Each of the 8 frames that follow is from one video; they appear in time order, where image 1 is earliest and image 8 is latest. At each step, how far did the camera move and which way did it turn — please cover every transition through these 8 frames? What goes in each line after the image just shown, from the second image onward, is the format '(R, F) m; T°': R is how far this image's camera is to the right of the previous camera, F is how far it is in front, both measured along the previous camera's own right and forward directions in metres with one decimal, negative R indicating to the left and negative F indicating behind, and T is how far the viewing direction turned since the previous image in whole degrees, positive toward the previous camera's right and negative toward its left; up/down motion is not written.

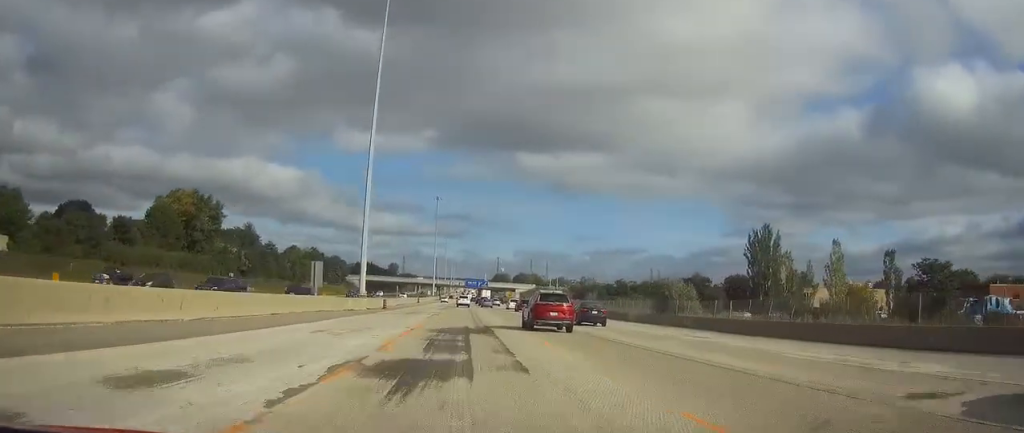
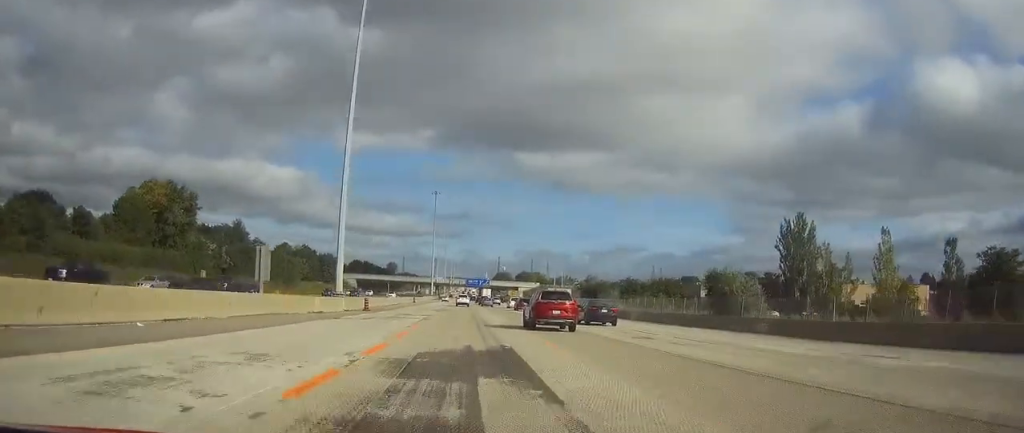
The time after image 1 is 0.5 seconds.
(0.0, +13.7) m; 0°
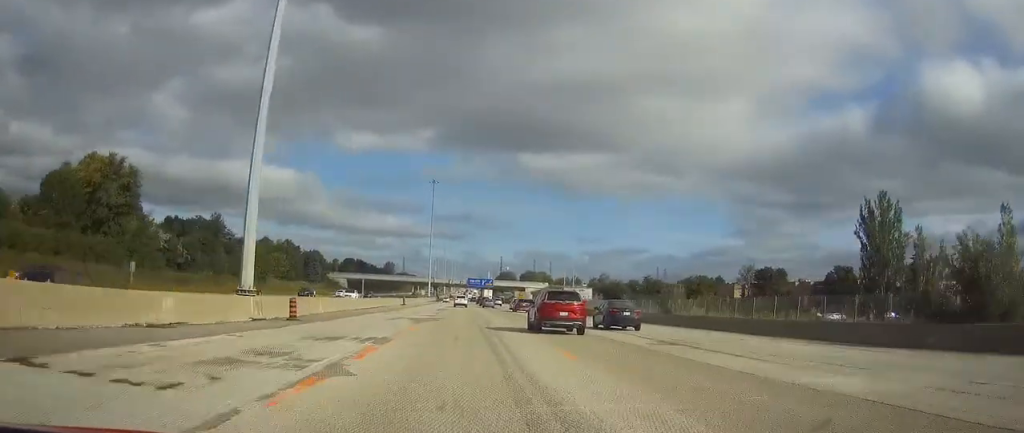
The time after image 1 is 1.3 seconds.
(0.0, +25.5) m; 0°
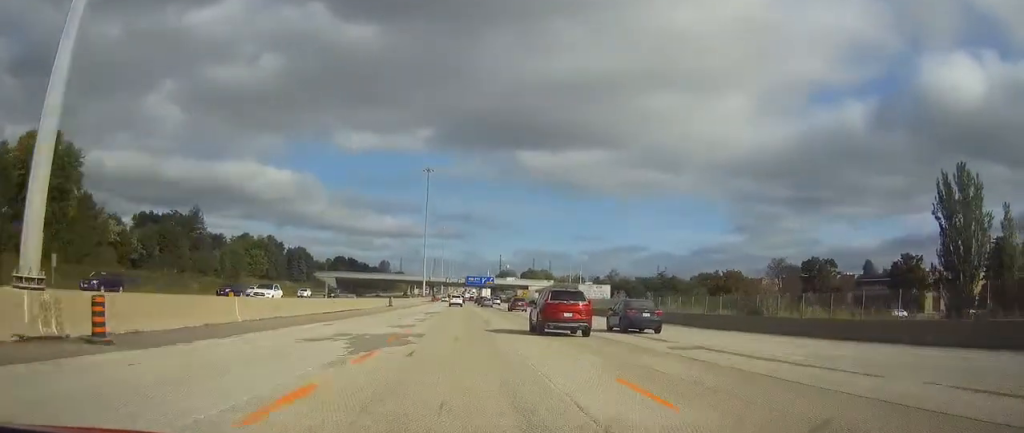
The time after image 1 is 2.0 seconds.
(0.0, +18.6) m; 0°
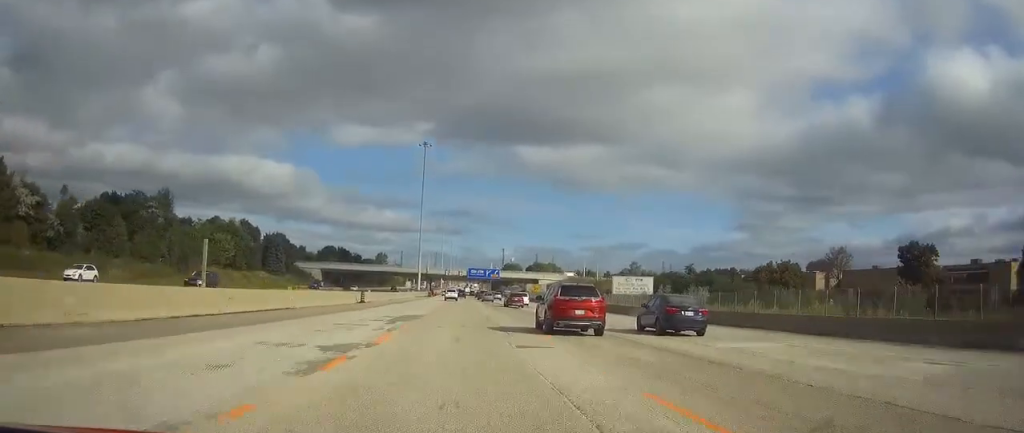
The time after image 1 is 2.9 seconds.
(+0.1, +26.5) m; 0°
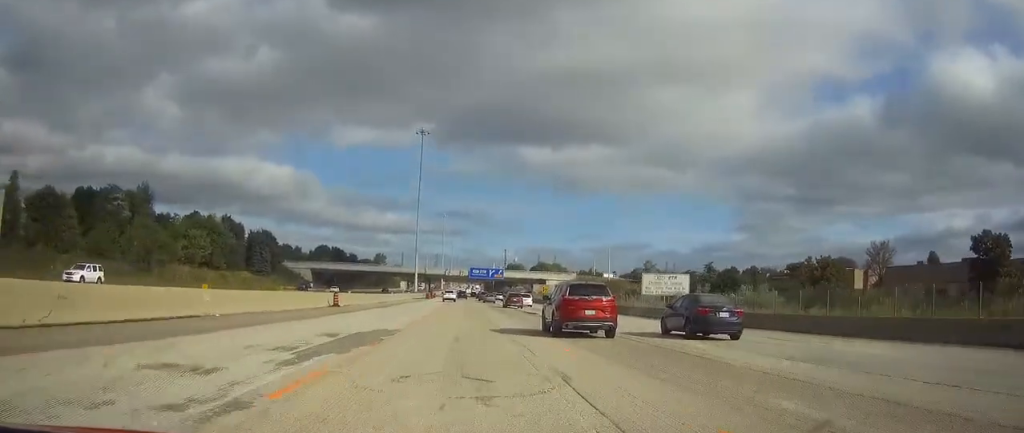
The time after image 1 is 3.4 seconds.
(0.0, +14.8) m; 0°
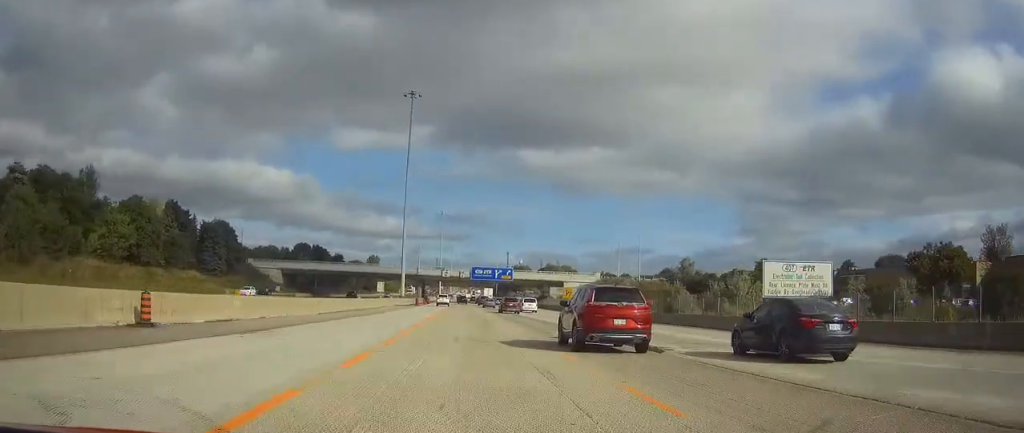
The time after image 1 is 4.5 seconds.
(0.0, +32.6) m; 0°
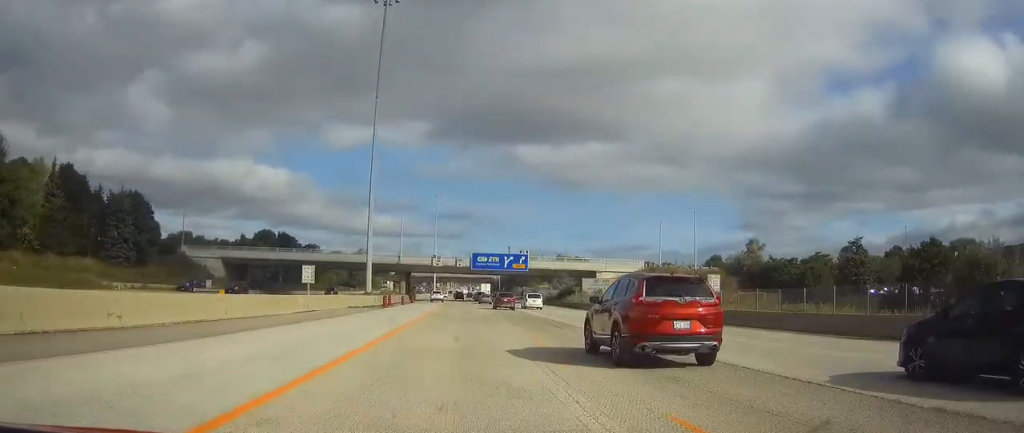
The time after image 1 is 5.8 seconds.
(0.0, +39.7) m; 0°
